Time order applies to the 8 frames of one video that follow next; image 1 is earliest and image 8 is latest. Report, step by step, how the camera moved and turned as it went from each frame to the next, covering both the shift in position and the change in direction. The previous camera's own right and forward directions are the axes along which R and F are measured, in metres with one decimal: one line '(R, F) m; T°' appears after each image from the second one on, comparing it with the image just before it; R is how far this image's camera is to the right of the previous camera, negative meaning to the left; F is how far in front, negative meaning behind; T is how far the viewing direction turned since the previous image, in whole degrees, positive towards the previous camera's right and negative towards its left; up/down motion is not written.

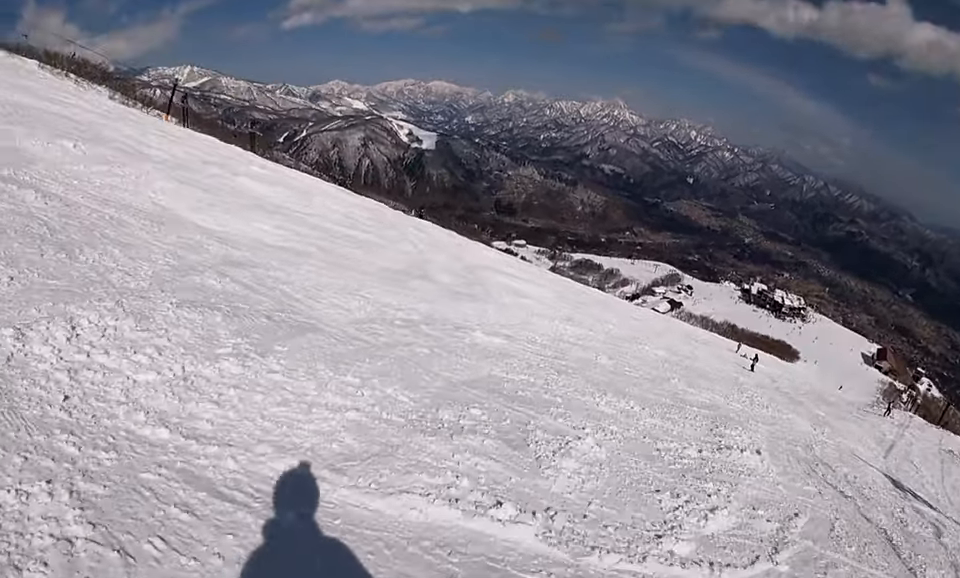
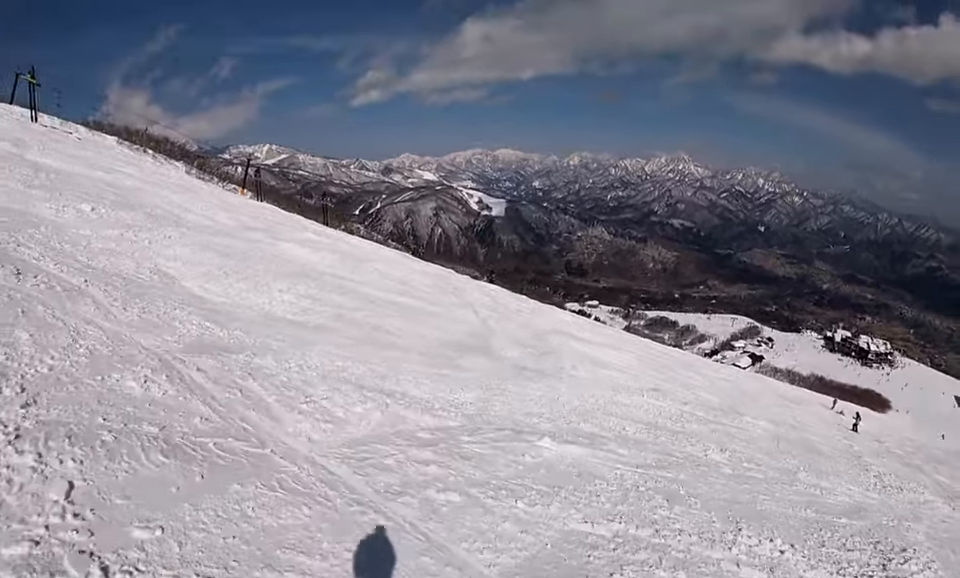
(0.0, +2.7) m; +1°
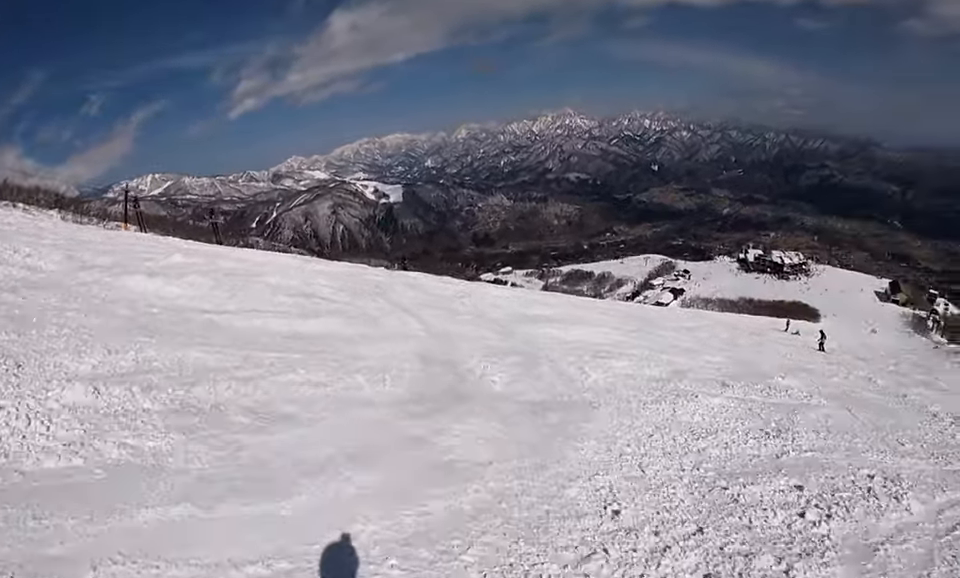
(+0.1, +4.7) m; +26°
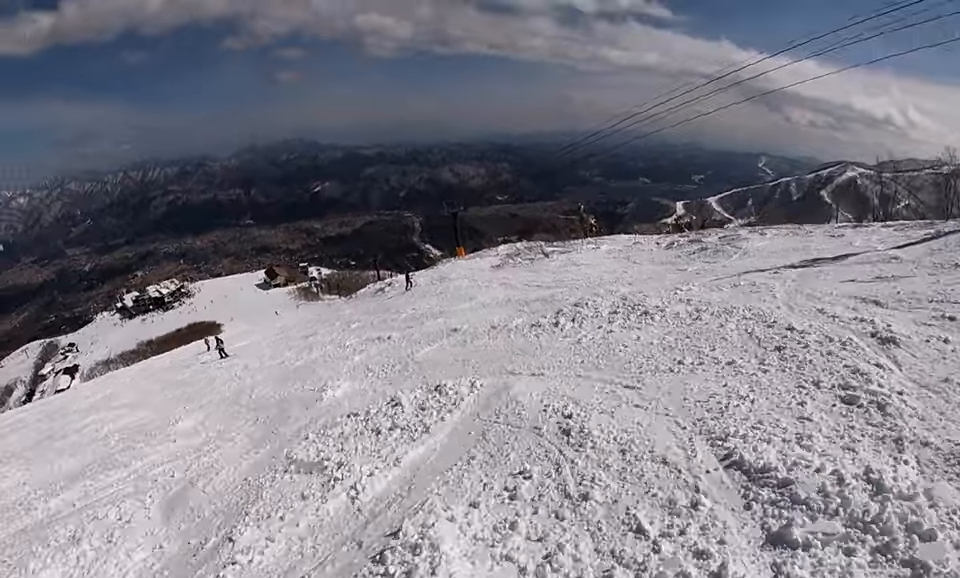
(+3.3, +7.6) m; +23°
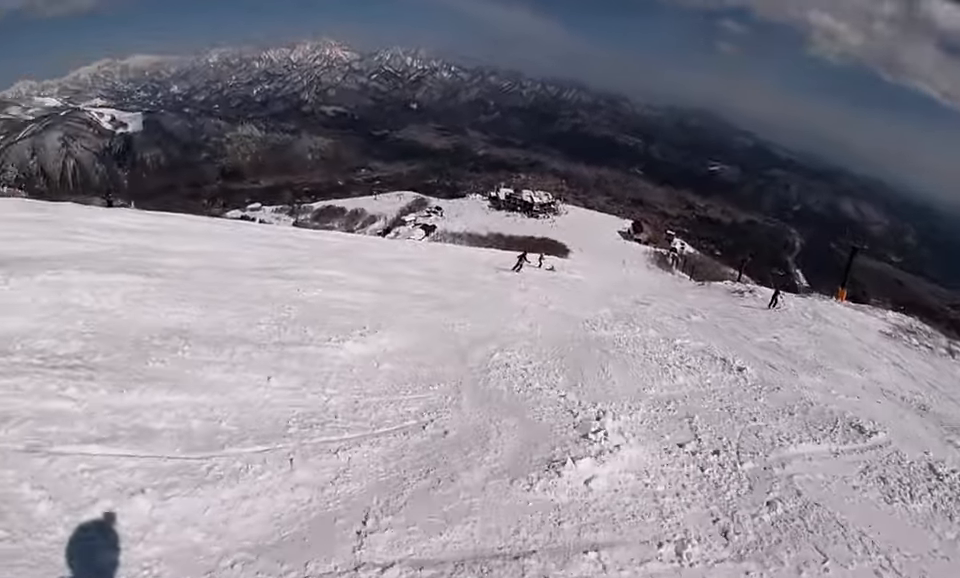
(-0.1, +5.3) m; -12°
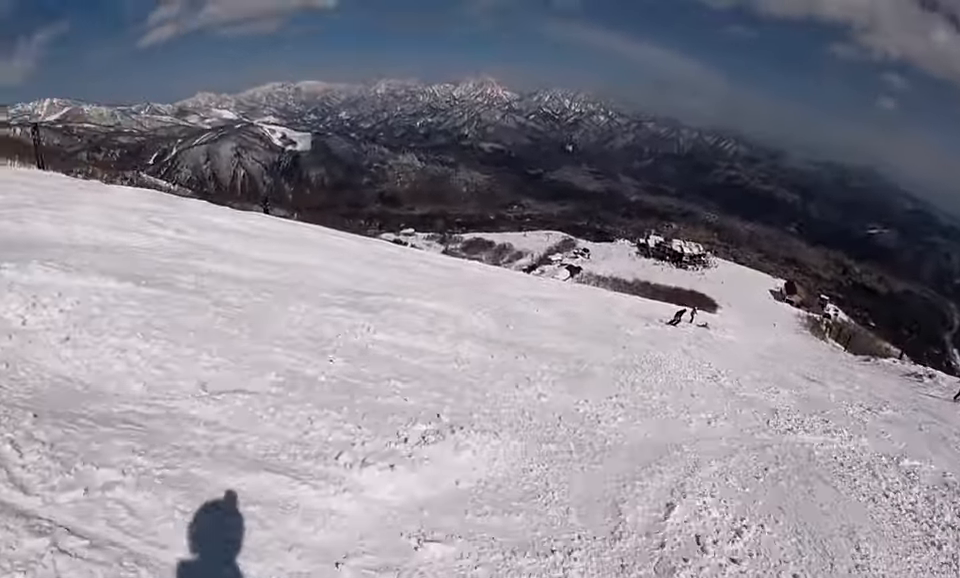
(-0.3, +3.2) m; -8°
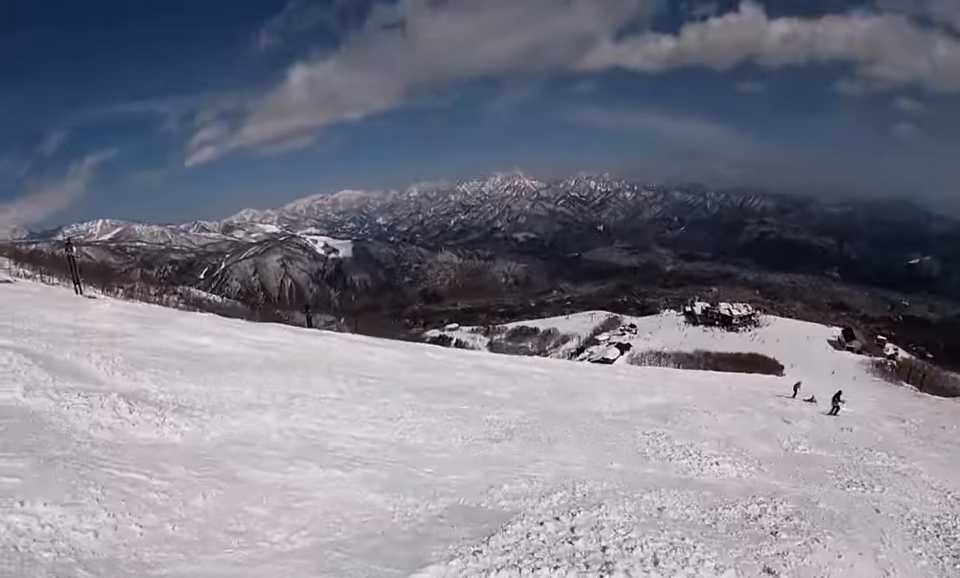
(-0.9, +6.0) m; +4°
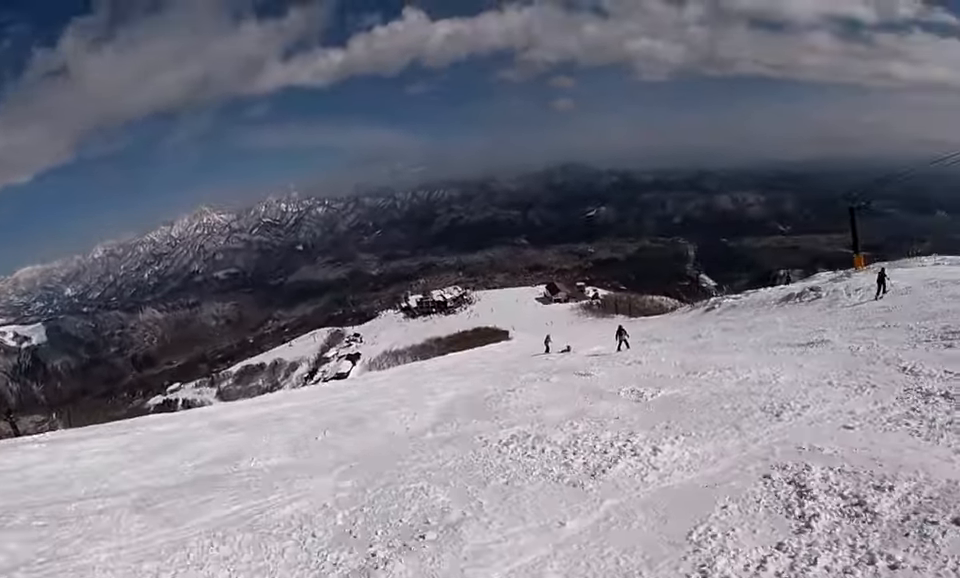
(-0.4, +3.6) m; +23°
